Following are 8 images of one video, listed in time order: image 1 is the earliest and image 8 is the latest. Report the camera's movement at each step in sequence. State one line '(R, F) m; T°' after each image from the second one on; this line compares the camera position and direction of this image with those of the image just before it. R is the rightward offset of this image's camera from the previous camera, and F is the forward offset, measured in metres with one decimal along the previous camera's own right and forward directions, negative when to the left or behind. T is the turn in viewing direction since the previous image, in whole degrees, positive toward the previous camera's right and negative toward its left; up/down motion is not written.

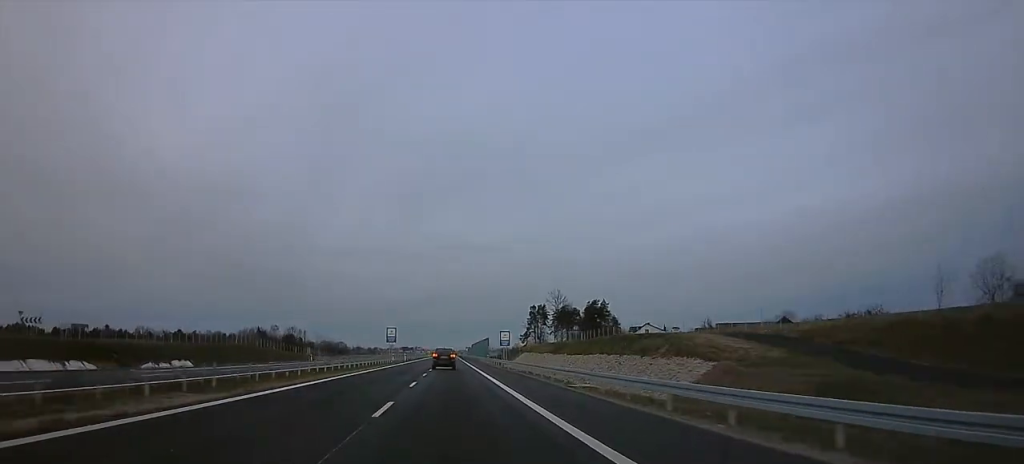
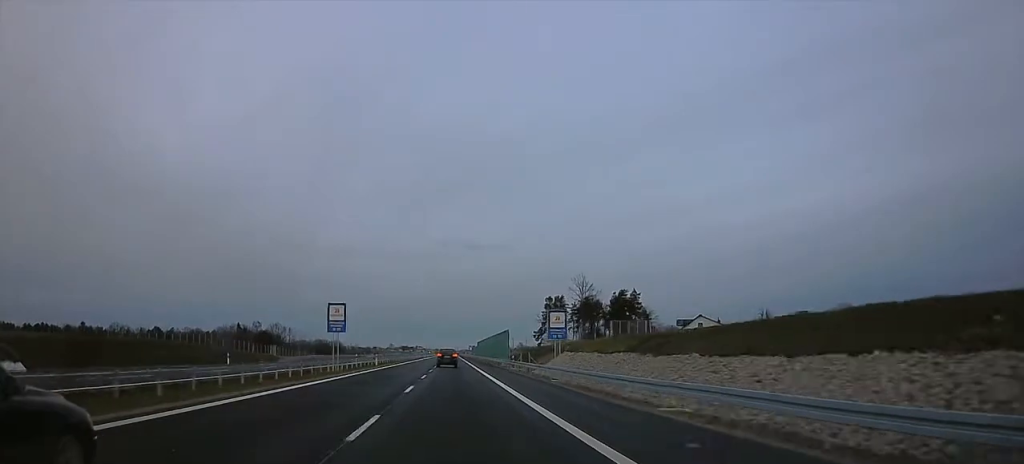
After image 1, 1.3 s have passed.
(0.0, +39.4) m; 0°
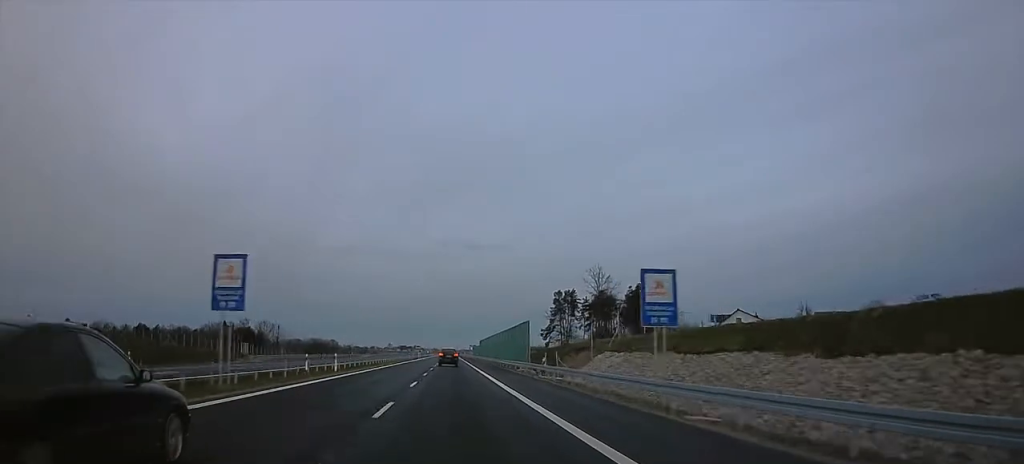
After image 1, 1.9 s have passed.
(0.0, +20.7) m; 0°
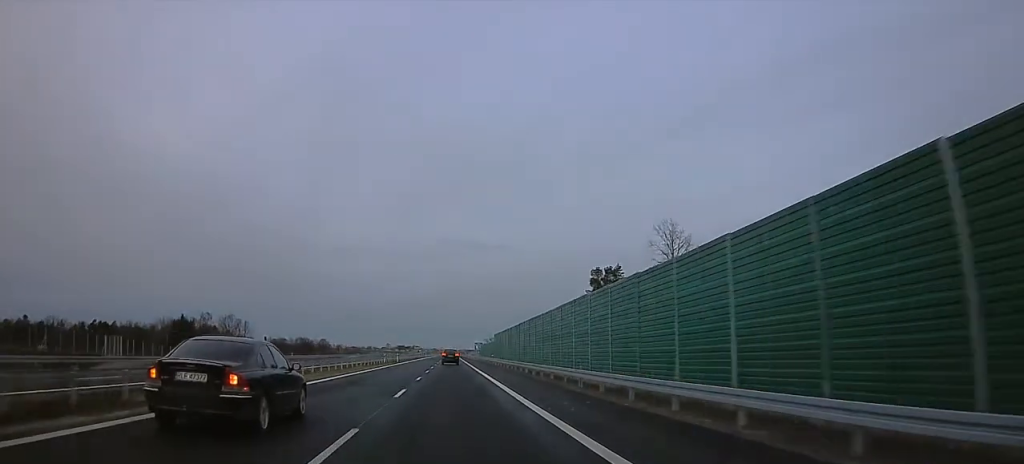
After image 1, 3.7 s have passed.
(-0.3, +53.8) m; 0°
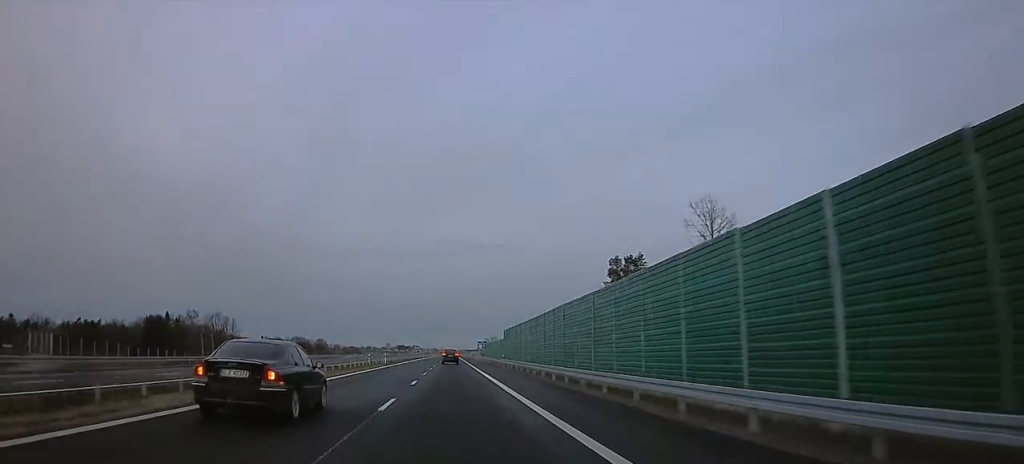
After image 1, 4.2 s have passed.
(0.0, +16.5) m; +1°
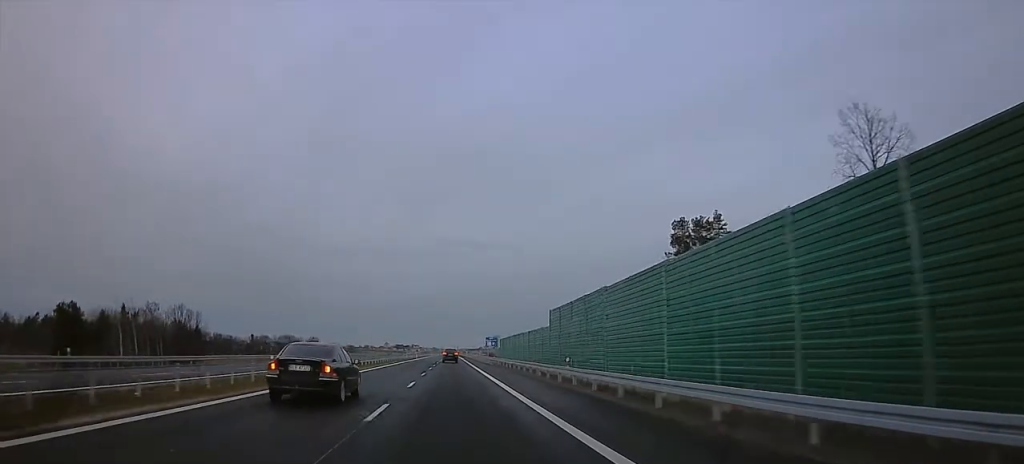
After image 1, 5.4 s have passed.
(+0.7, +38.1) m; +1°
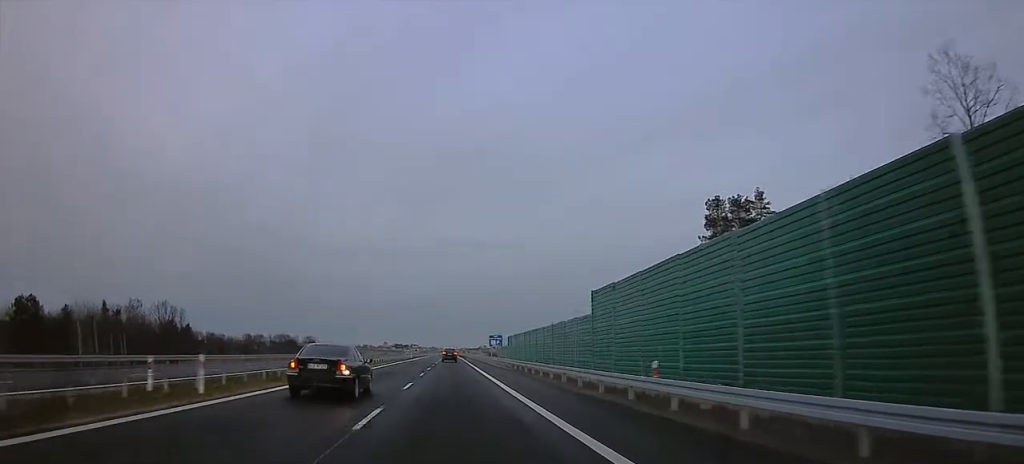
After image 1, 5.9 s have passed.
(+0.4, +13.3) m; 0°
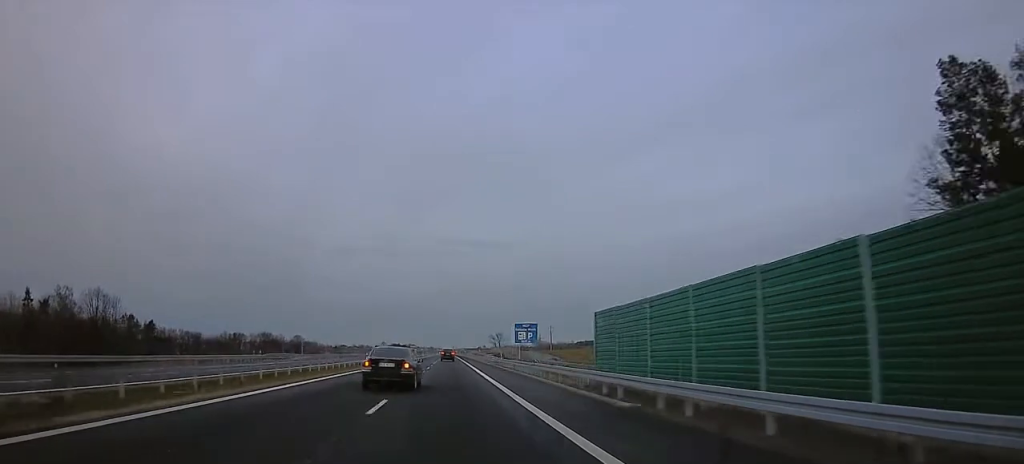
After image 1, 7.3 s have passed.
(-1.3, +45.3) m; -2°
